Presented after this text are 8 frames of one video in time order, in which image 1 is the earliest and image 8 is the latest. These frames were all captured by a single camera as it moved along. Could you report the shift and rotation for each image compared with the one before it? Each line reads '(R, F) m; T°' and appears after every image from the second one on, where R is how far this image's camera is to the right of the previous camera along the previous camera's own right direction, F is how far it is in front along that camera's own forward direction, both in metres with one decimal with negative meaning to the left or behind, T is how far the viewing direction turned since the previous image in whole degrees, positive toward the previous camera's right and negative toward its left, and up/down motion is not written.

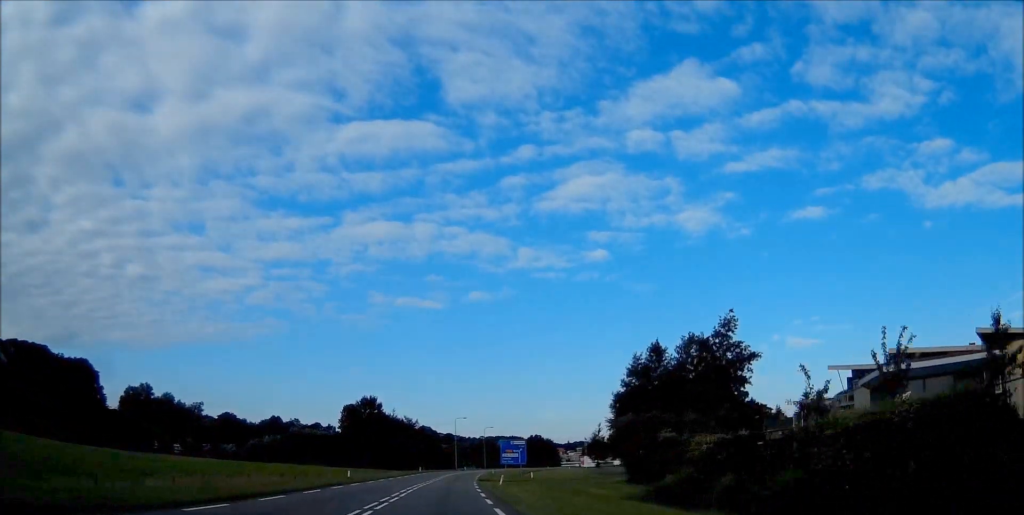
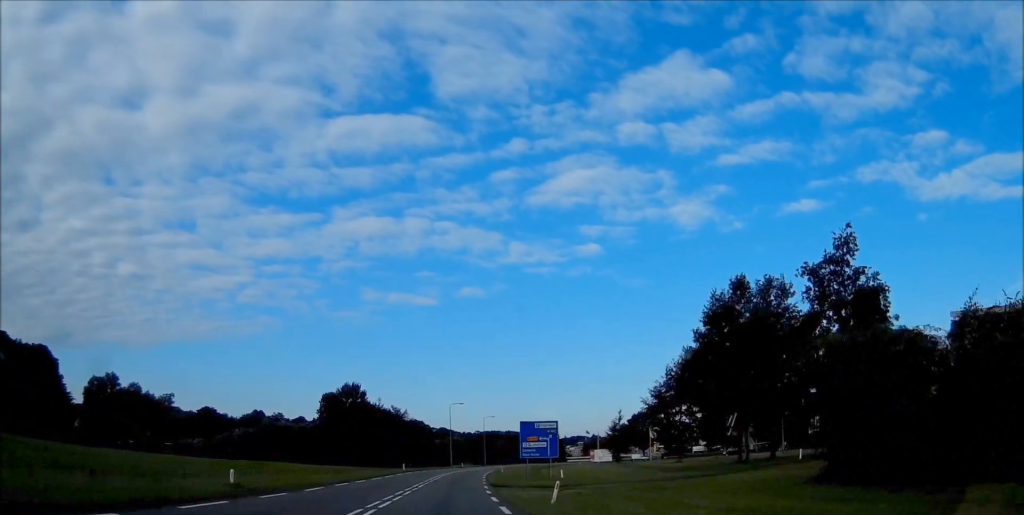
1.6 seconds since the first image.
(+0.2, +24.6) m; +1°
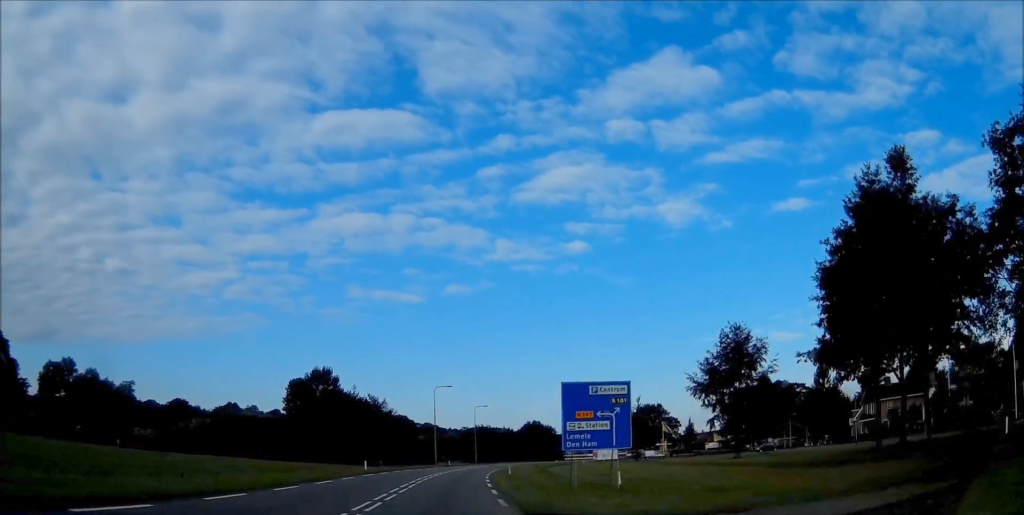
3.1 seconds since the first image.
(+0.2, +22.6) m; +1°
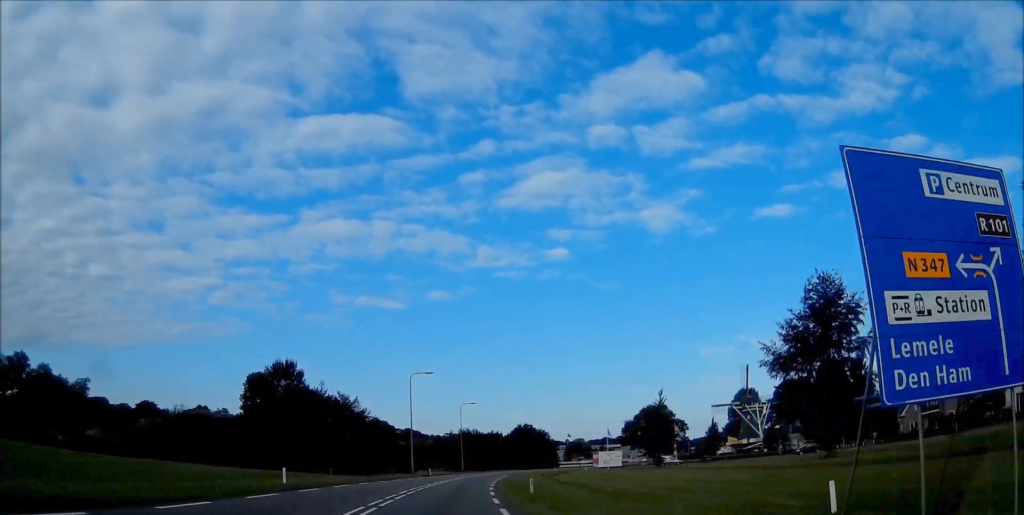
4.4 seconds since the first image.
(+0.2, +20.7) m; +2°
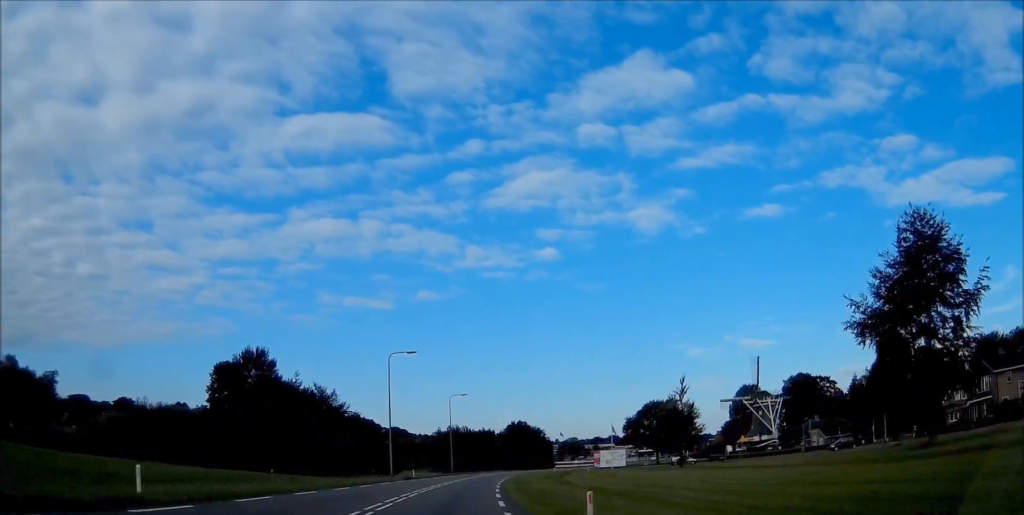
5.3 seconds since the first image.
(+0.2, +13.4) m; +1°
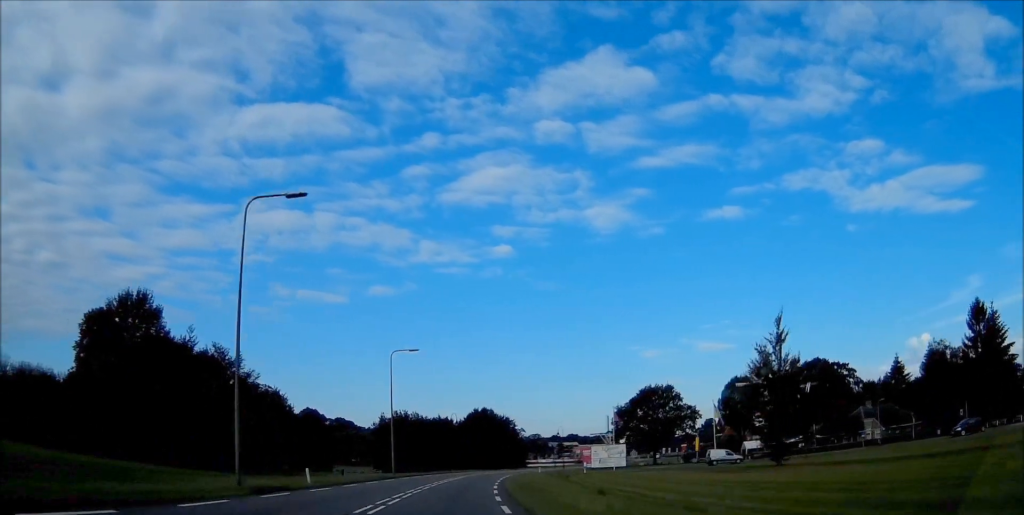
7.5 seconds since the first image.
(+1.2, +34.2) m; +4°
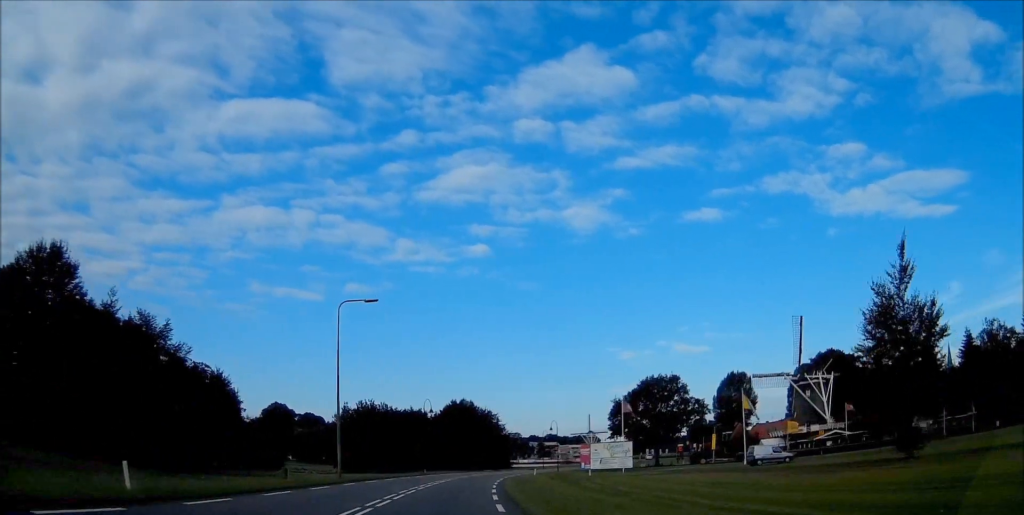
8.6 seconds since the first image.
(+0.3, +17.7) m; +2°
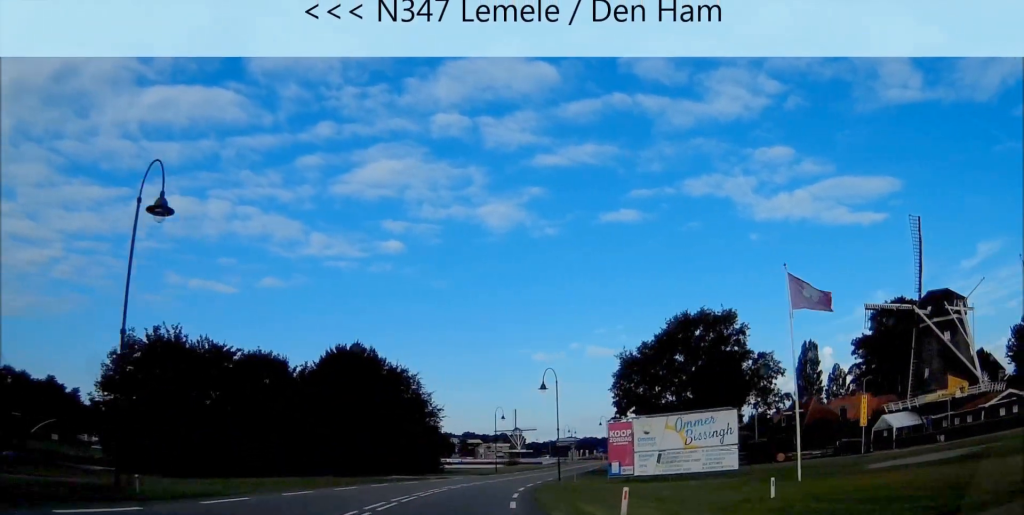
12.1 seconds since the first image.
(+3.3, +54.7) m; +7°
